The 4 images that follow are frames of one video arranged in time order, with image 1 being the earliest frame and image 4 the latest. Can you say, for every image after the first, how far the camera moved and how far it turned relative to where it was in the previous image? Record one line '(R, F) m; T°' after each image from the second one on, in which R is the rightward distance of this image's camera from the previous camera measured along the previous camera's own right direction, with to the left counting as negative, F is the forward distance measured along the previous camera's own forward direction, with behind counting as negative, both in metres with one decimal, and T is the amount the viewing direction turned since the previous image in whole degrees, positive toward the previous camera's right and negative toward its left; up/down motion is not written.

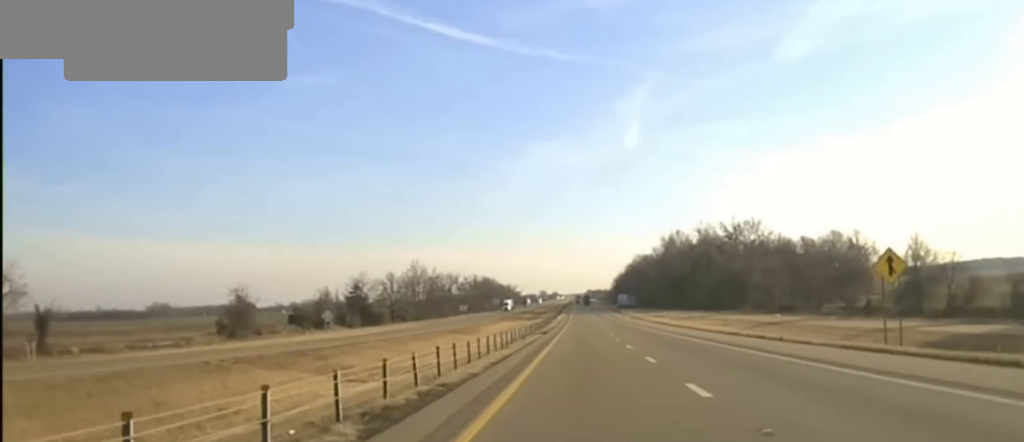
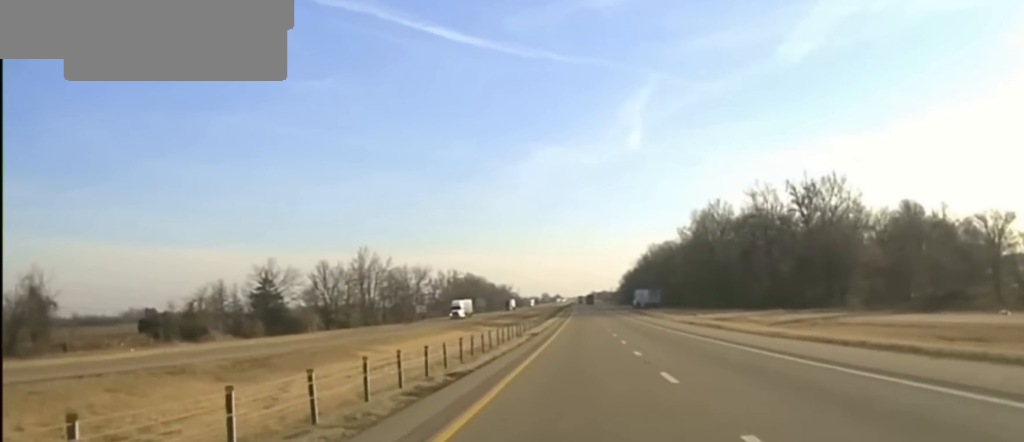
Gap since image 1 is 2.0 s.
(-0.2, +80.7) m; 0°
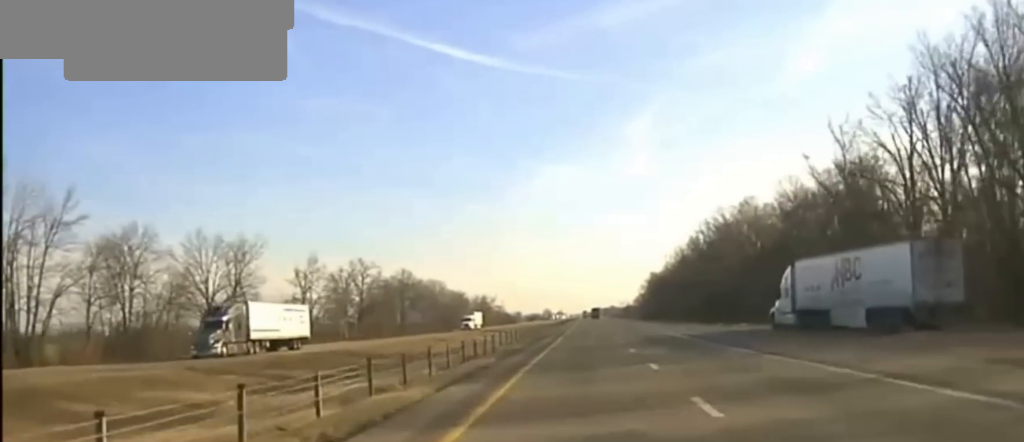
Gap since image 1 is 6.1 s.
(-0.7, +145.9) m; 0°
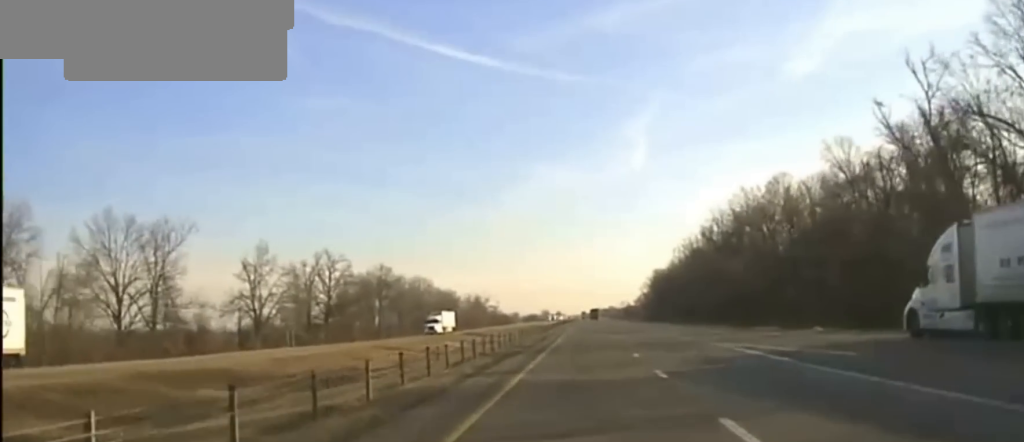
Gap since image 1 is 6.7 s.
(+0.1, +30.7) m; 0°
